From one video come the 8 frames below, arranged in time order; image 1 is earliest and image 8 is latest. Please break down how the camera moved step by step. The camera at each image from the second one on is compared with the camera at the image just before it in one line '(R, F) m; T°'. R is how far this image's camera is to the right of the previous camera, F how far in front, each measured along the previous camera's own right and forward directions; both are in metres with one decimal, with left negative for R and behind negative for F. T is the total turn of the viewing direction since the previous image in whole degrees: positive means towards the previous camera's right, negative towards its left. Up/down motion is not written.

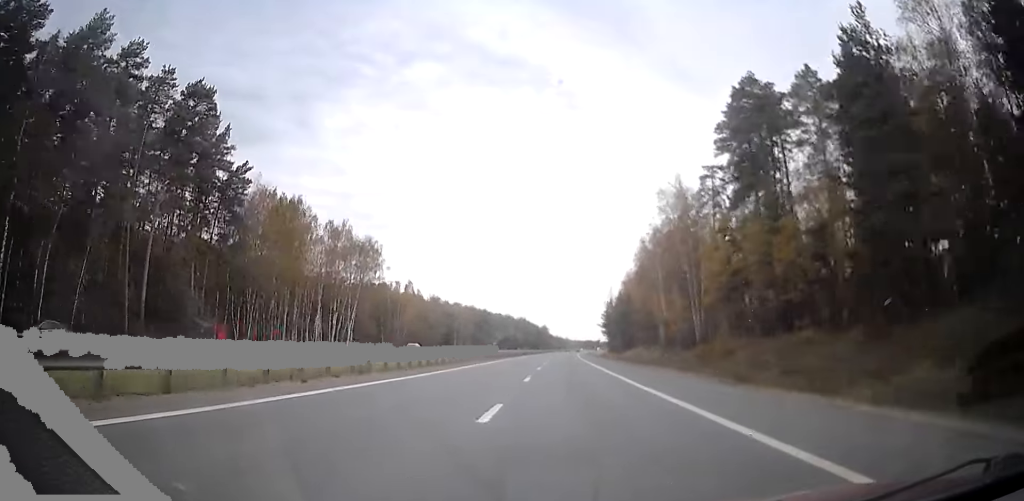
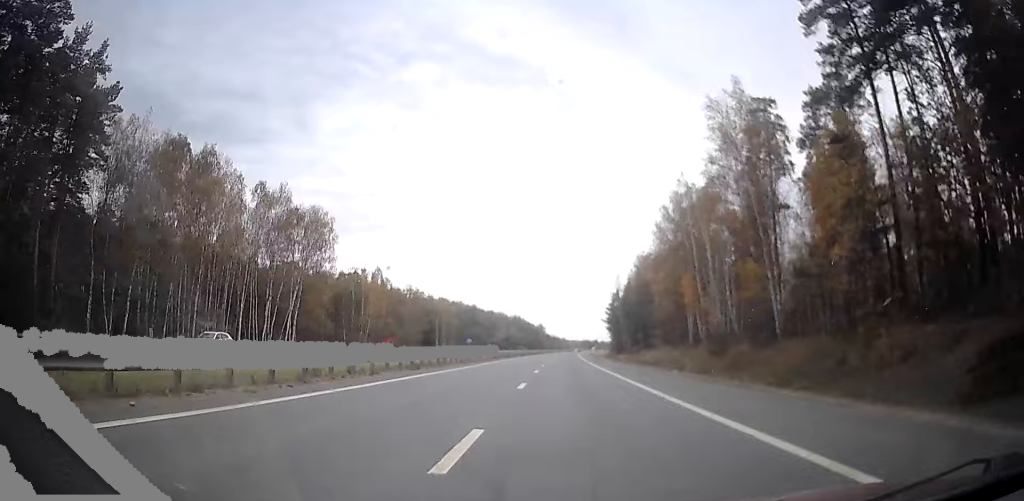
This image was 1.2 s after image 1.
(-0.5, +27.5) m; -1°
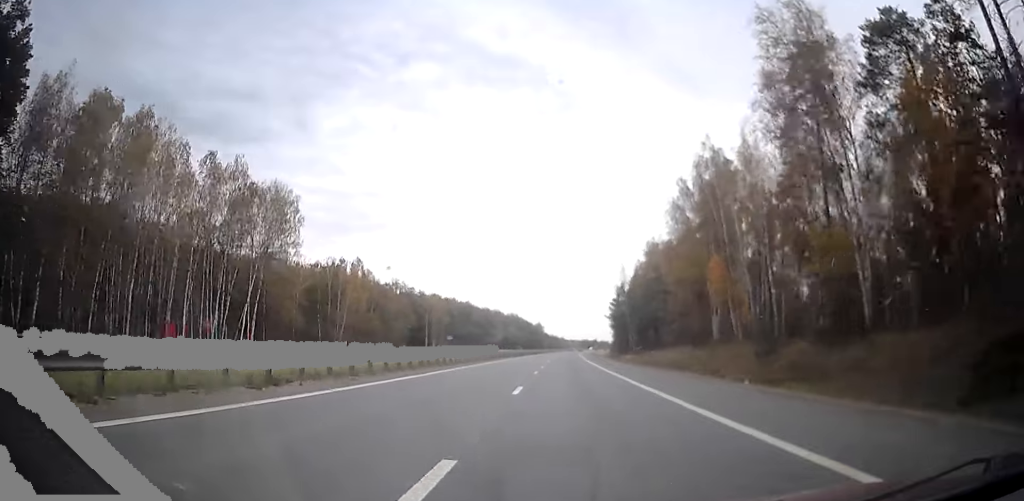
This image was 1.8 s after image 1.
(0.0, +14.2) m; 0°
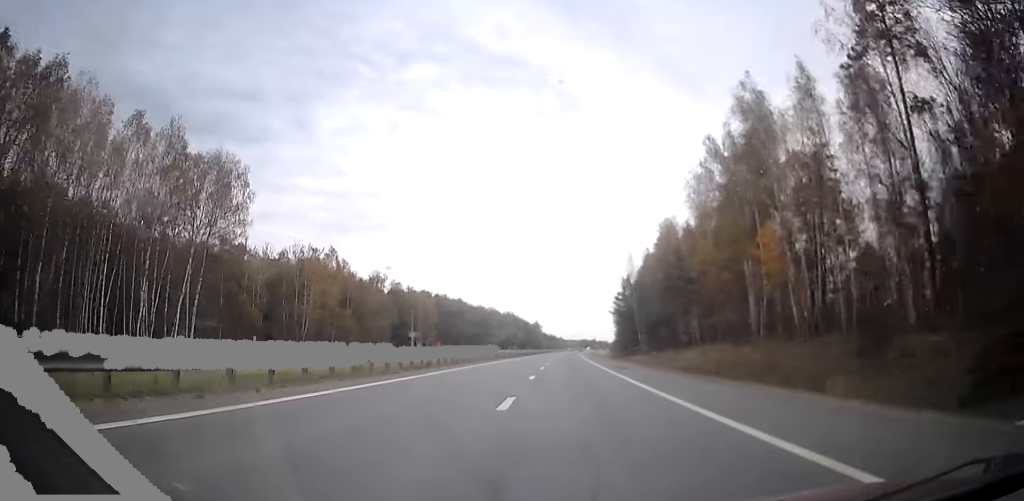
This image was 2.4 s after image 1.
(-0.1, +15.9) m; +1°
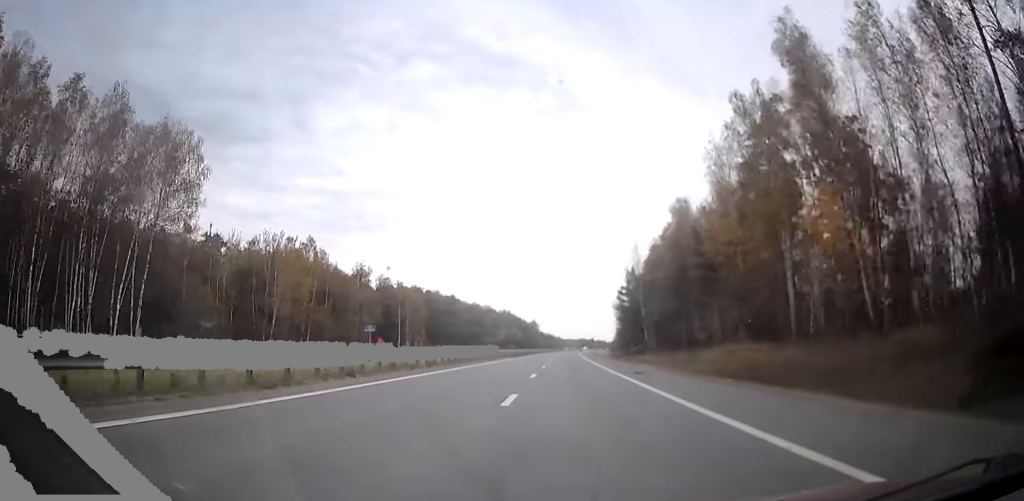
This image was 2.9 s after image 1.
(+0.2, +11.2) m; 0°
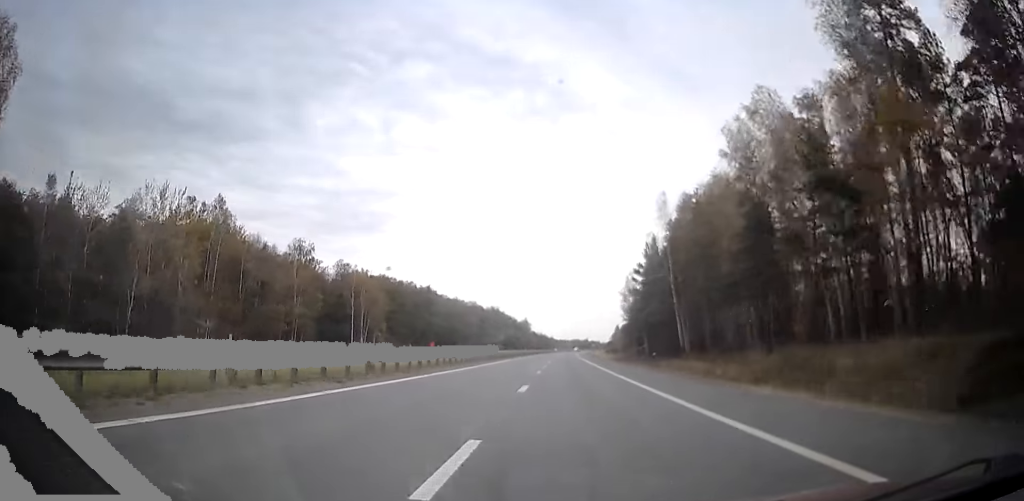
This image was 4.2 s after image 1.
(0.0, +31.9) m; 0°
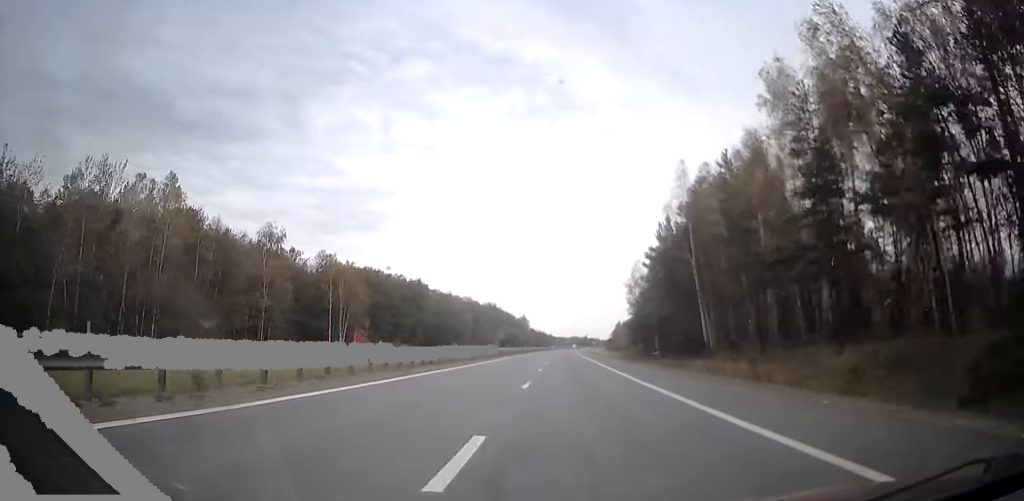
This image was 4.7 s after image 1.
(-0.2, +11.9) m; 0°
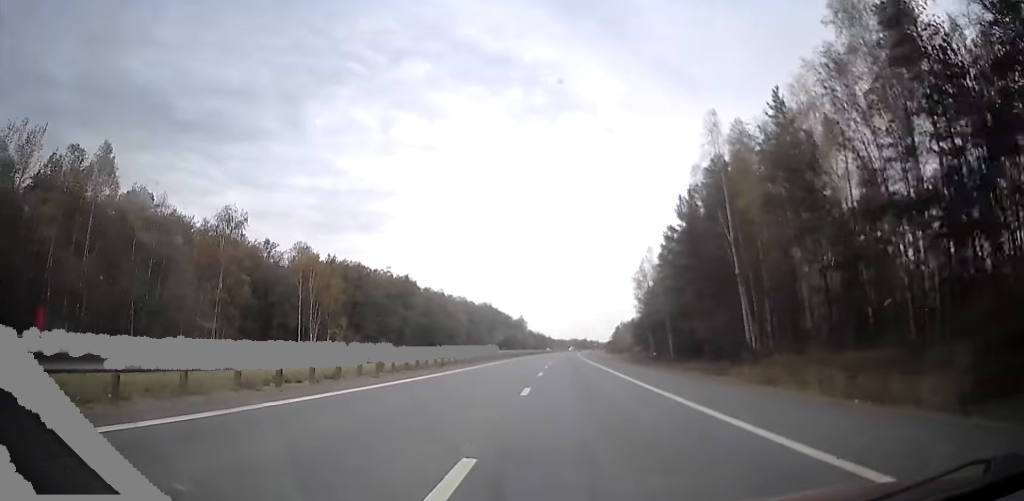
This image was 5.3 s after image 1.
(+0.3, +13.5) m; +1°
